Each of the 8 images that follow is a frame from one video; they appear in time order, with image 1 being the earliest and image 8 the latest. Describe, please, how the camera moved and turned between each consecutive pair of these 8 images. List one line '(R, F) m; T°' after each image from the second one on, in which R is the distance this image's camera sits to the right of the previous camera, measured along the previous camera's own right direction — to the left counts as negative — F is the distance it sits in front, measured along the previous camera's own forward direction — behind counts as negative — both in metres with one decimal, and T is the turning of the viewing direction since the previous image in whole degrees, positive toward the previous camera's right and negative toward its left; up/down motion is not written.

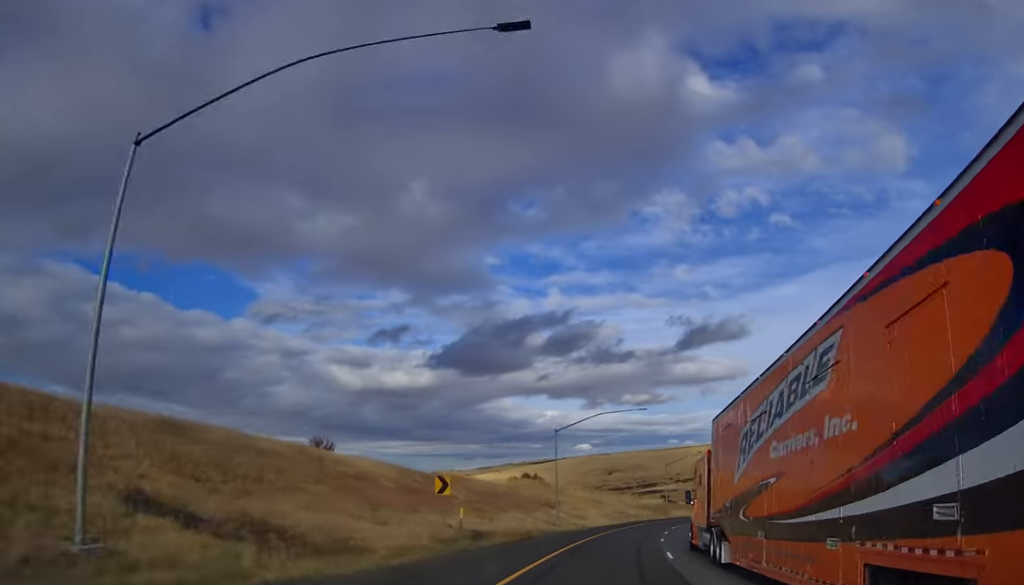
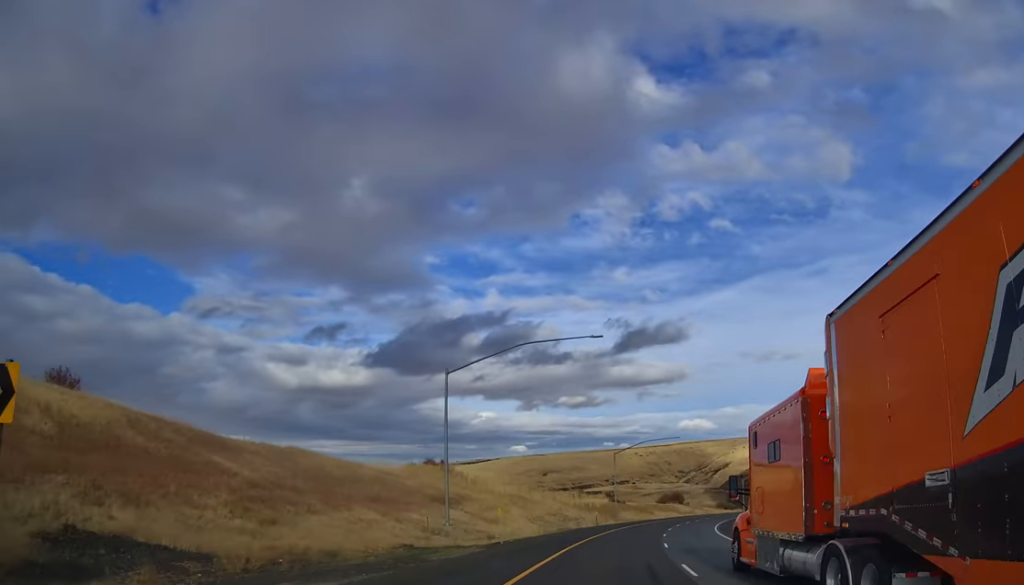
(+0.9, +31.5) m; +4°
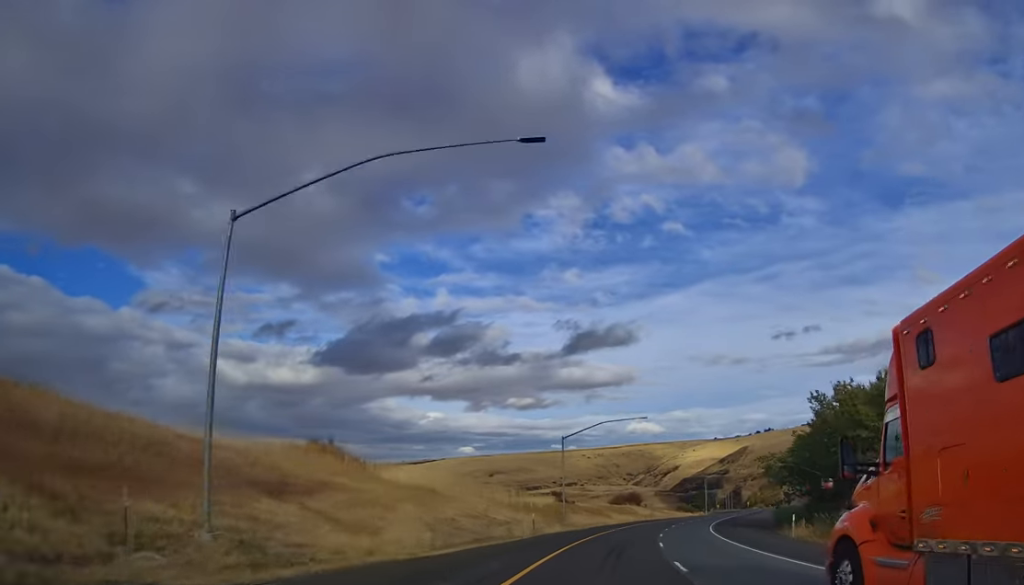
(+0.7, +23.8) m; +4°
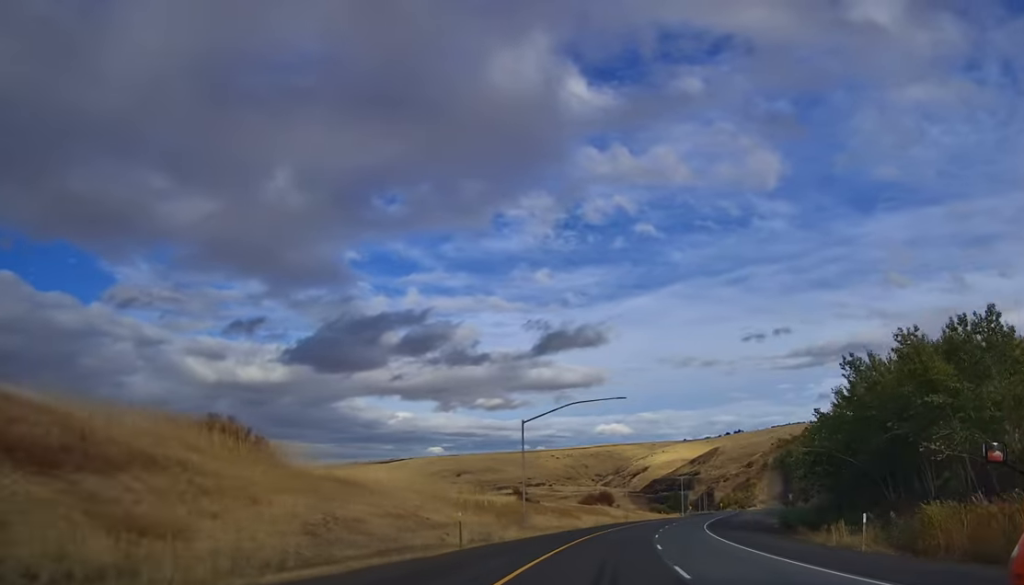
(0.0, +14.3) m; +3°
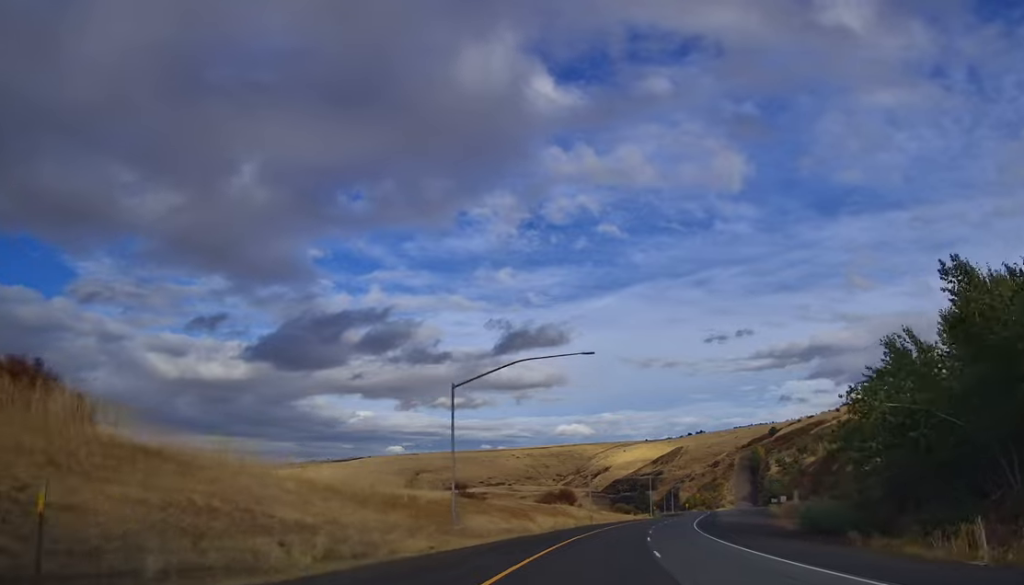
(+1.1, +18.1) m; +5°
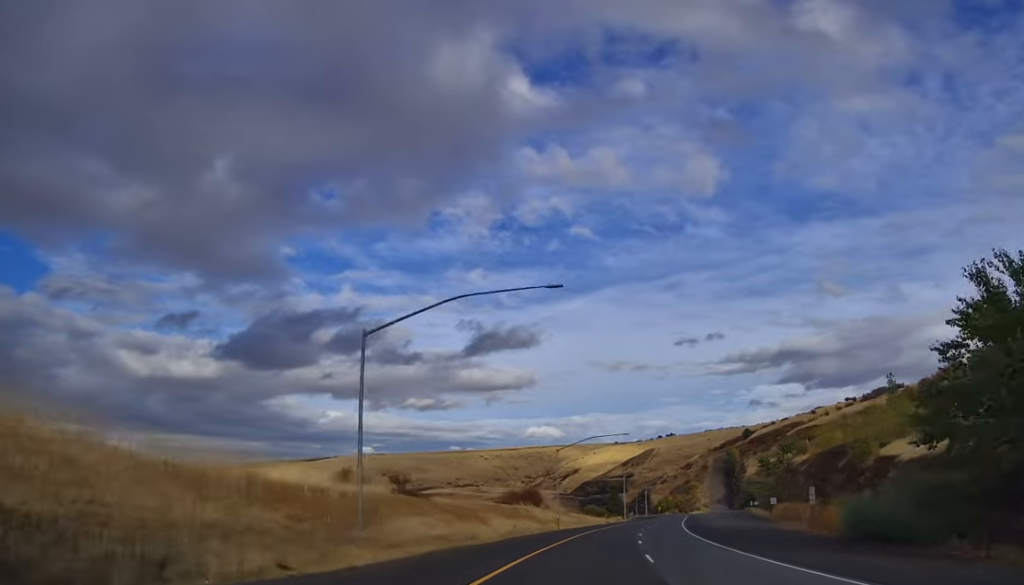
(+0.2, +14.3) m; +3°
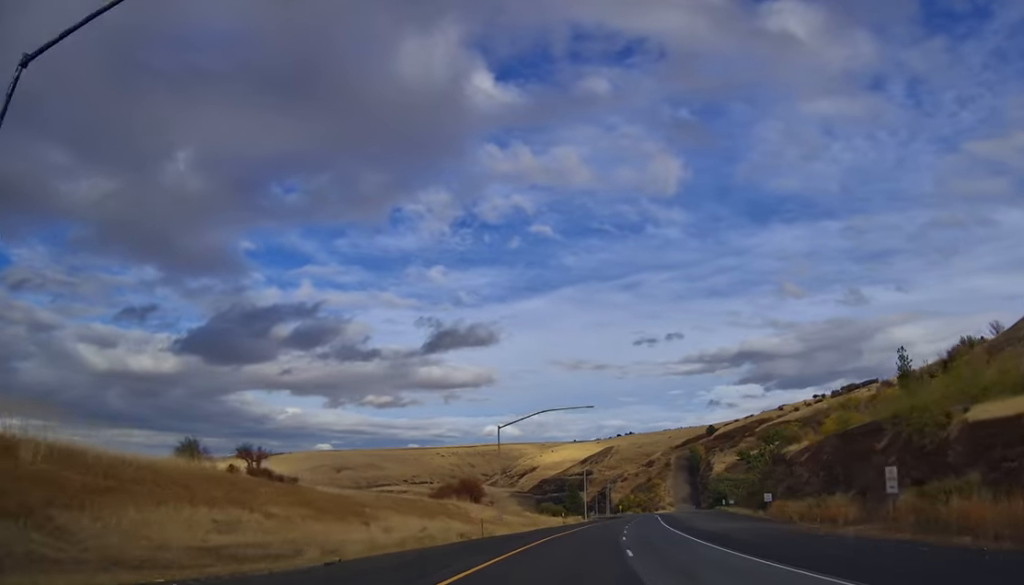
(+1.4, +22.9) m; +4°
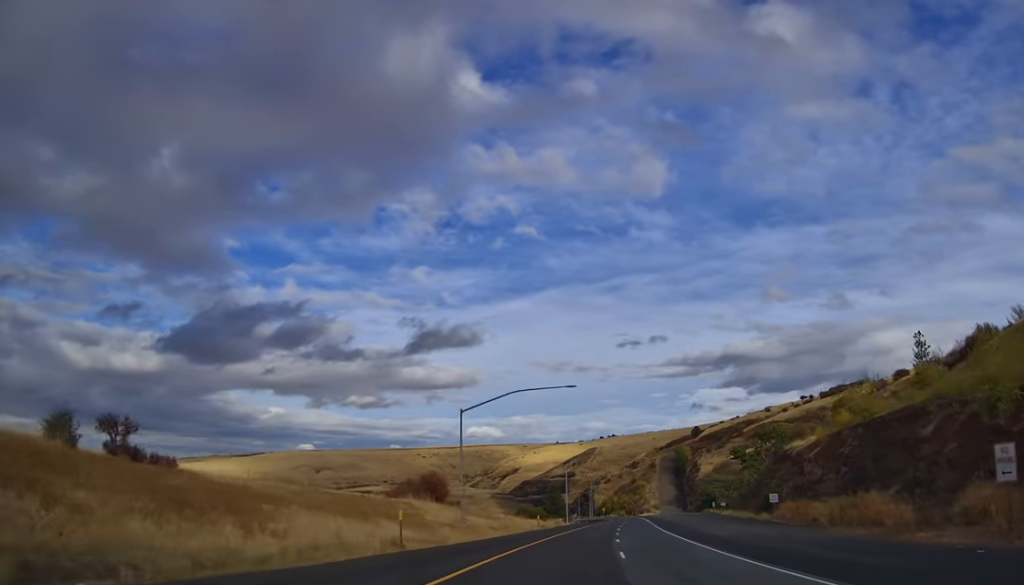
(+0.2, +12.5) m; +2°
